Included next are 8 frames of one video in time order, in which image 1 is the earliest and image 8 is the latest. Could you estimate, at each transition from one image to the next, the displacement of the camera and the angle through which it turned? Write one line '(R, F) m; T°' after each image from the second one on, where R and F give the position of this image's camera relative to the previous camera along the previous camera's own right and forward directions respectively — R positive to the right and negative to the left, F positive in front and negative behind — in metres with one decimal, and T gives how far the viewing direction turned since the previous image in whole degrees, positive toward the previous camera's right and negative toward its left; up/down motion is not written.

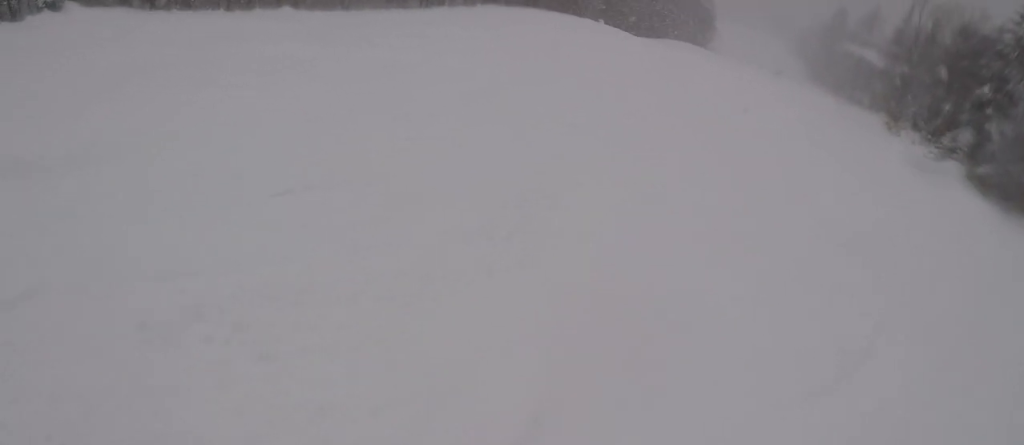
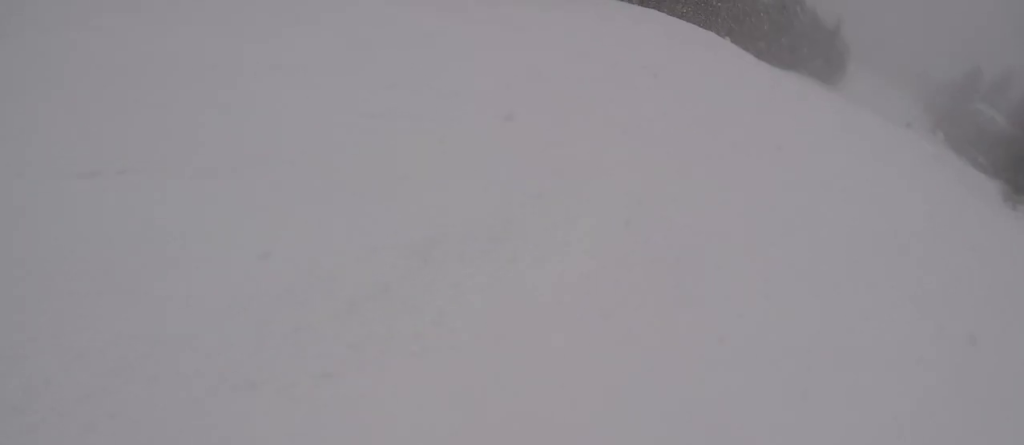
(-0.3, +2.2) m; -20°
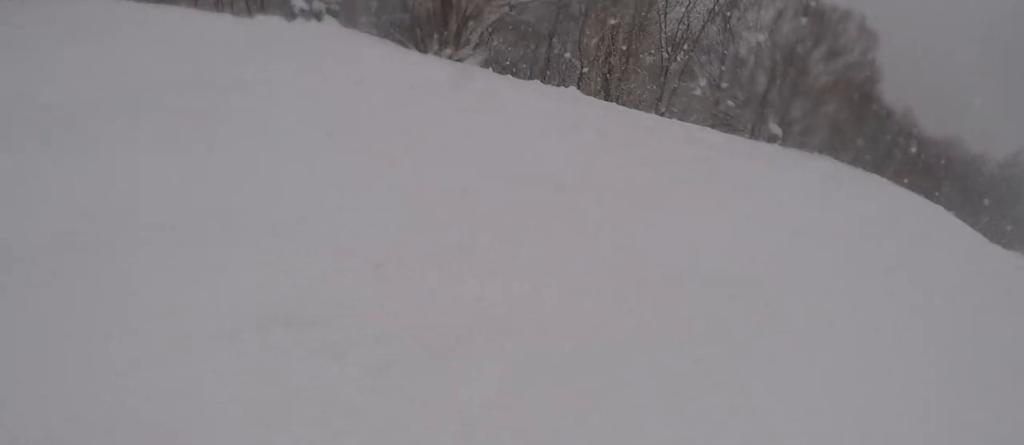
(-1.0, +3.8) m; -15°
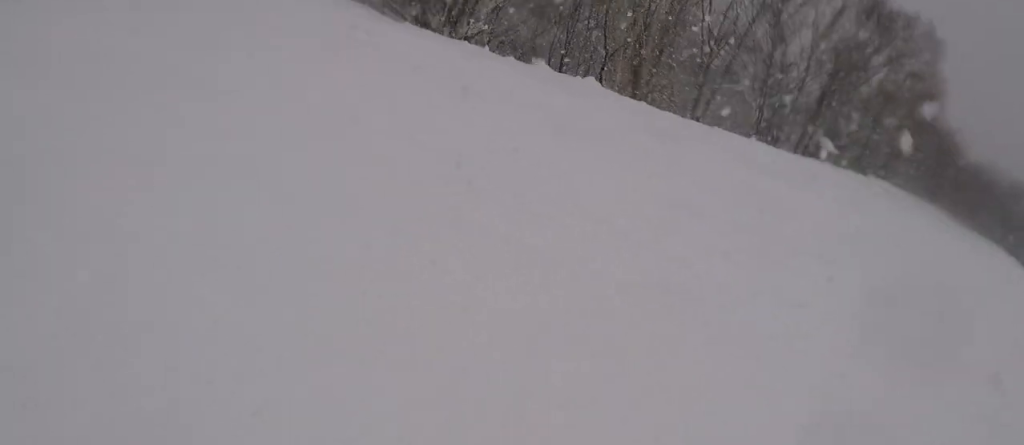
(-0.1, +3.5) m; -6°
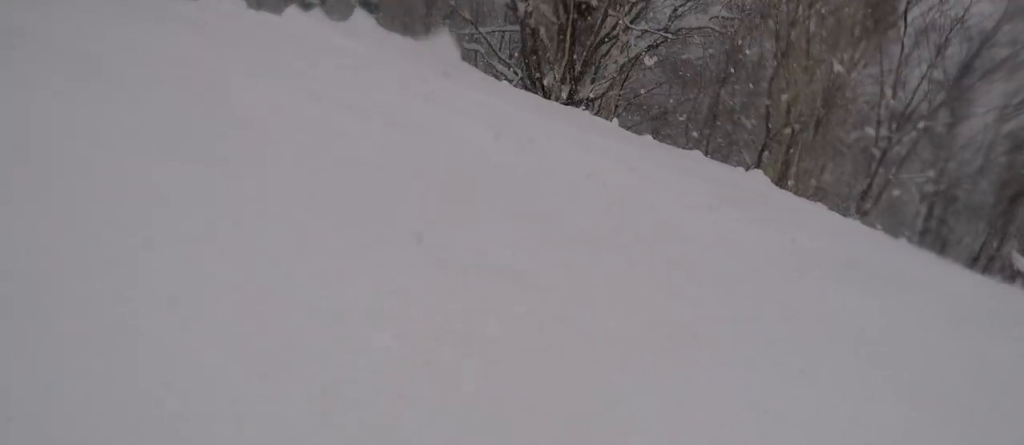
(-0.2, +3.6) m; +1°
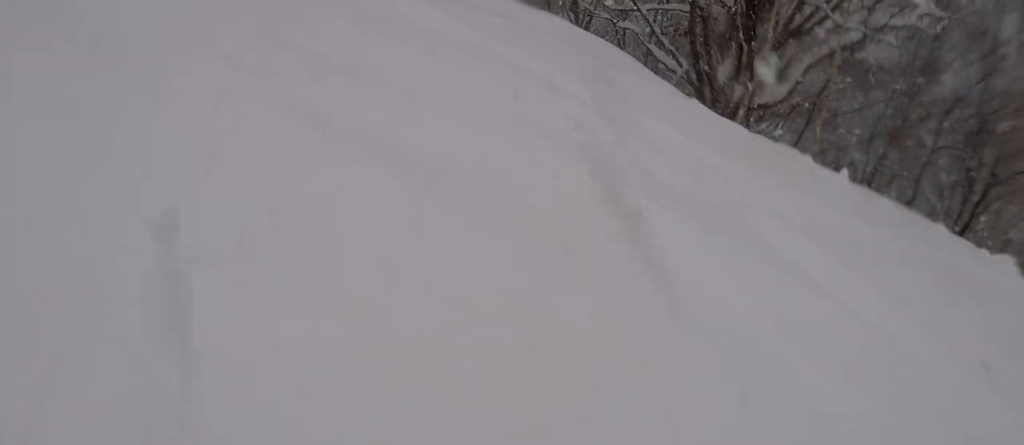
(+0.1, +3.0) m; +16°
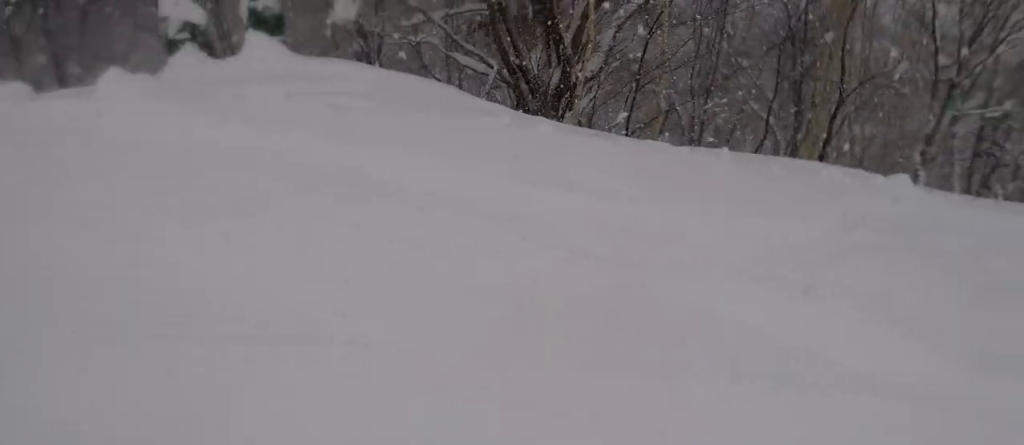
(+0.1, +2.0) m; +21°
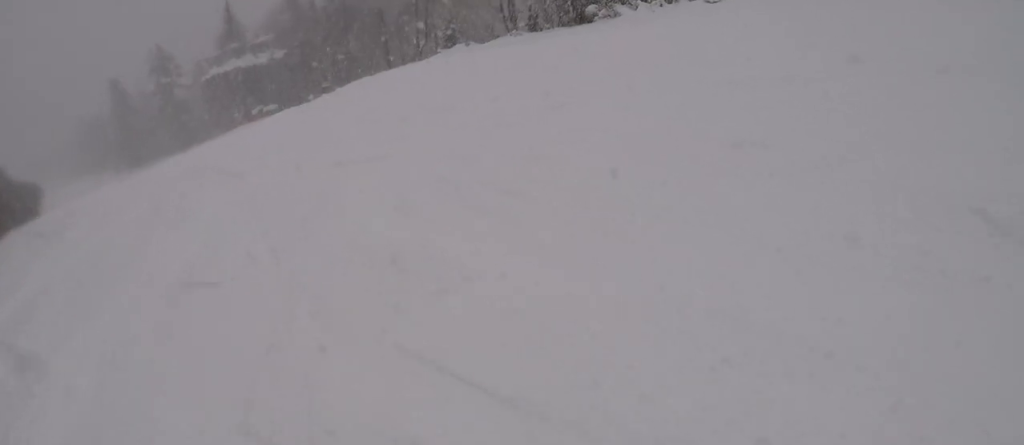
(+6.7, +5.8) m; +72°
